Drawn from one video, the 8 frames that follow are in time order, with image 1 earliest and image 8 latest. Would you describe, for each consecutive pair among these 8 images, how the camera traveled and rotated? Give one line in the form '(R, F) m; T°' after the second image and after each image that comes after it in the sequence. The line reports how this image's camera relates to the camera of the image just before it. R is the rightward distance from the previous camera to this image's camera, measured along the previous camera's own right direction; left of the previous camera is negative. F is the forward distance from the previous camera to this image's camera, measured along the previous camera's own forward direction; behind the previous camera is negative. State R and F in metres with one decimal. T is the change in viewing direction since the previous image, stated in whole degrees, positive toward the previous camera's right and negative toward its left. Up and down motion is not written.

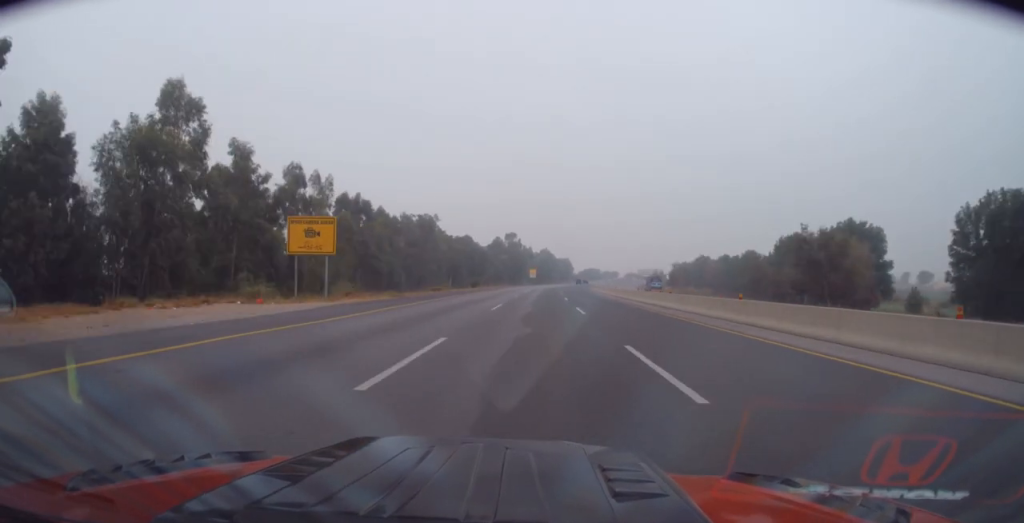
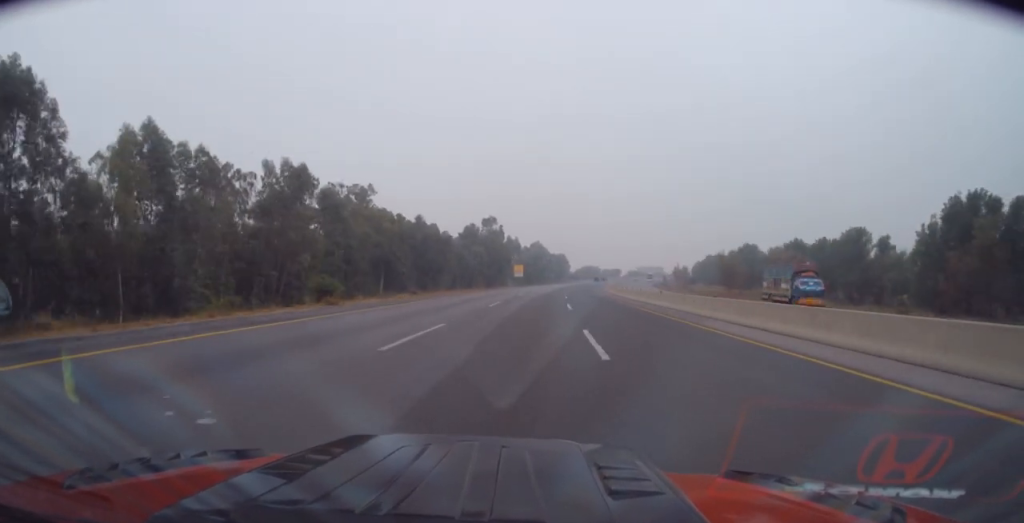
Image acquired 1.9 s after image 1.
(-0.1, +50.8) m; +1°
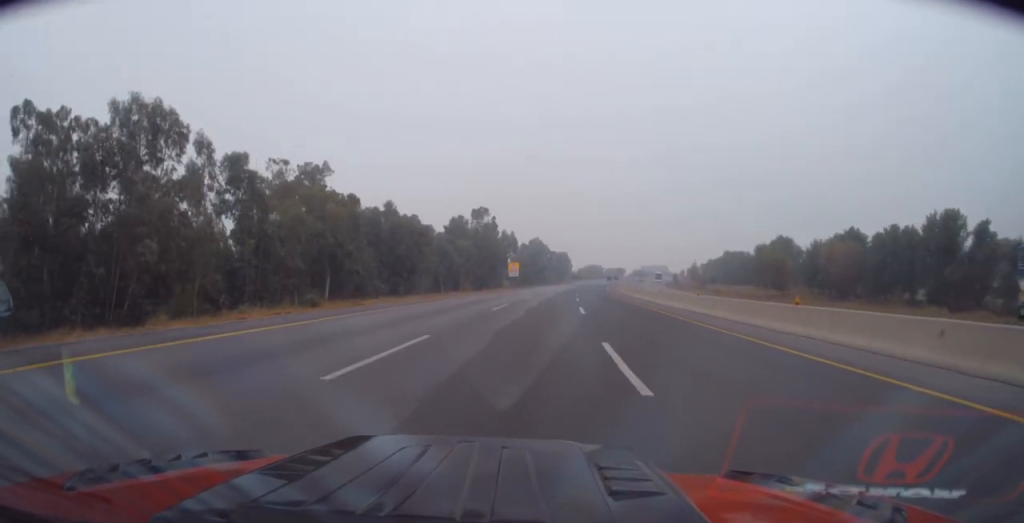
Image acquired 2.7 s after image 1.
(+0.1, +21.2) m; 0°
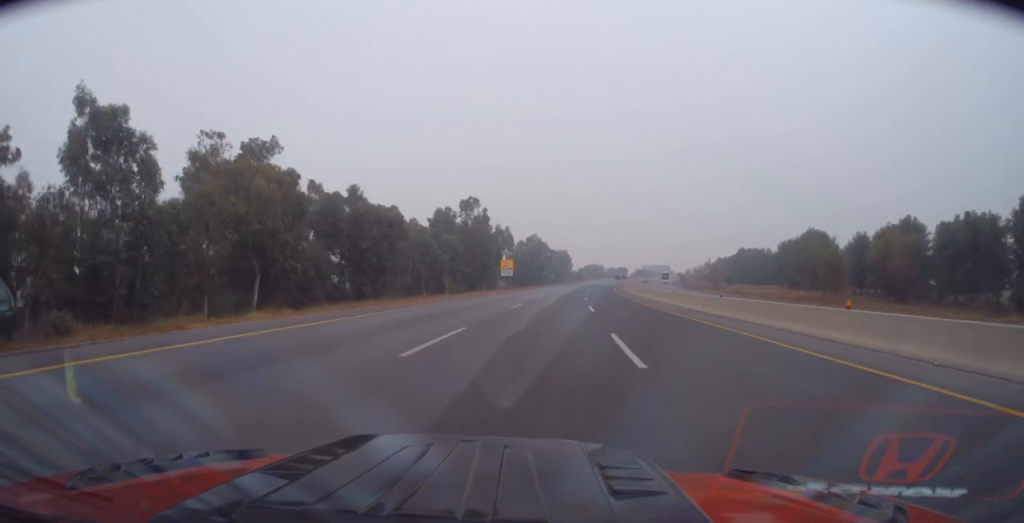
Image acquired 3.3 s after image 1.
(0.0, +15.8) m; 0°
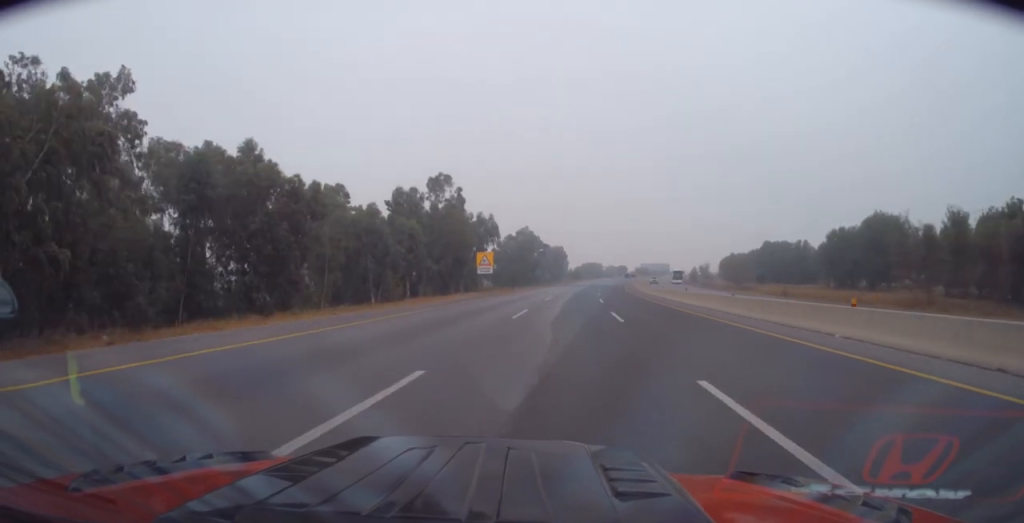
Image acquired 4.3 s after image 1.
(0.0, +25.3) m; 0°
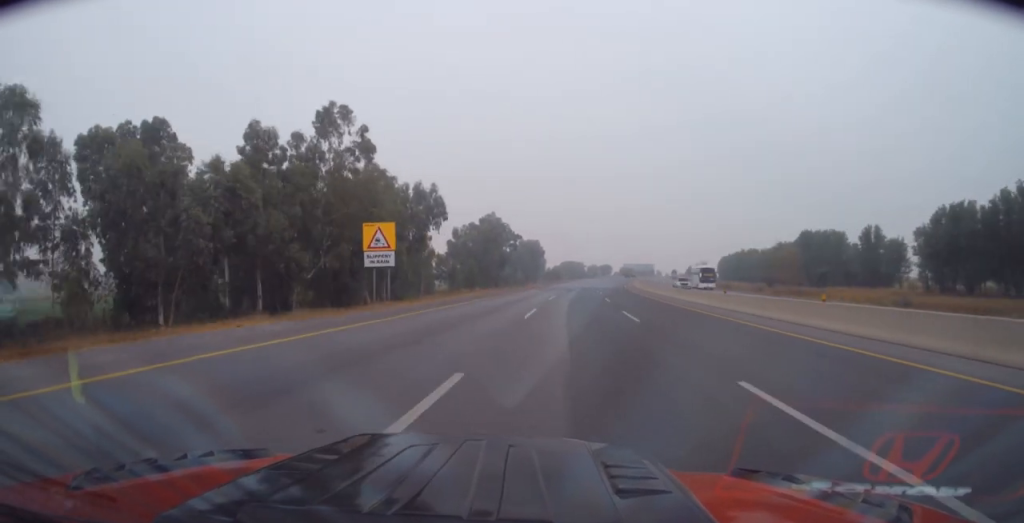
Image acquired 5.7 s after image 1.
(+0.8, +36.4) m; +3°
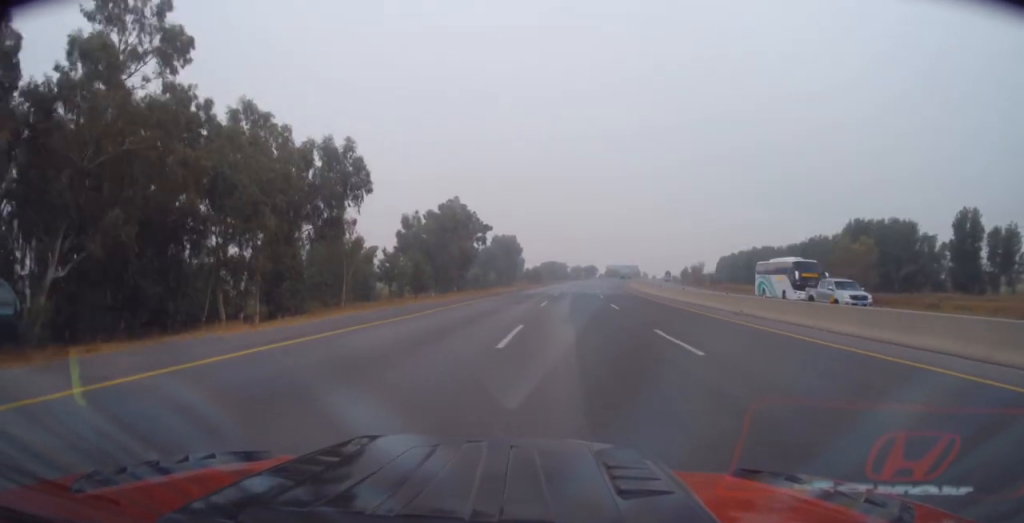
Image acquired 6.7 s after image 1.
(+0.4, +26.9) m; +1°
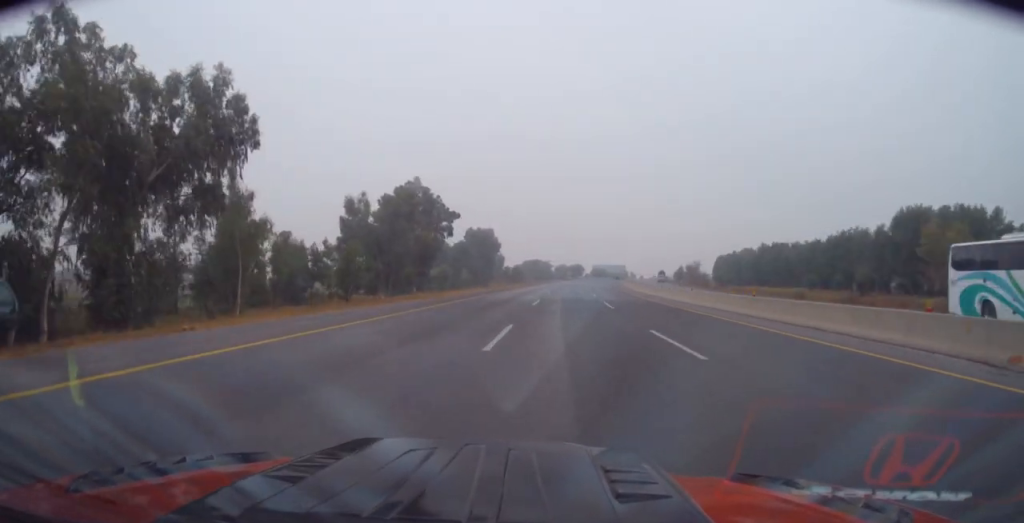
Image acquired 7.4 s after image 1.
(0.0, +19.1) m; +1°
